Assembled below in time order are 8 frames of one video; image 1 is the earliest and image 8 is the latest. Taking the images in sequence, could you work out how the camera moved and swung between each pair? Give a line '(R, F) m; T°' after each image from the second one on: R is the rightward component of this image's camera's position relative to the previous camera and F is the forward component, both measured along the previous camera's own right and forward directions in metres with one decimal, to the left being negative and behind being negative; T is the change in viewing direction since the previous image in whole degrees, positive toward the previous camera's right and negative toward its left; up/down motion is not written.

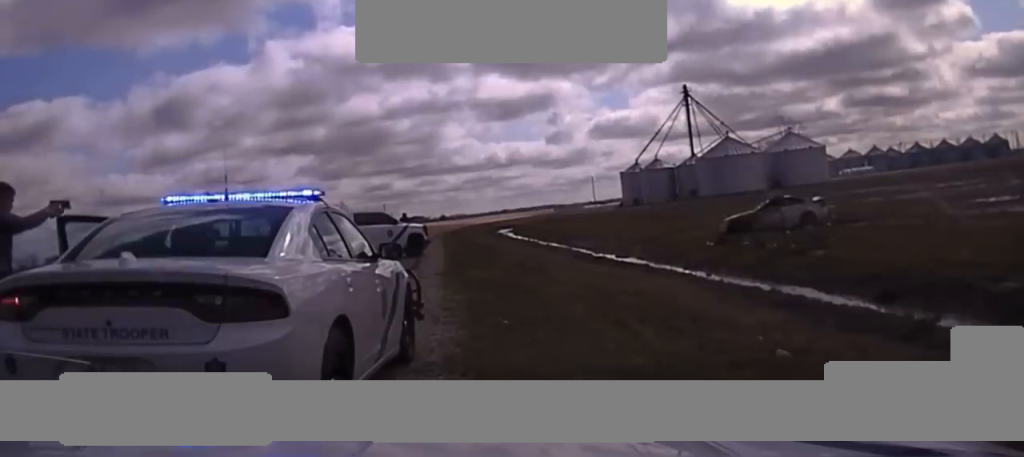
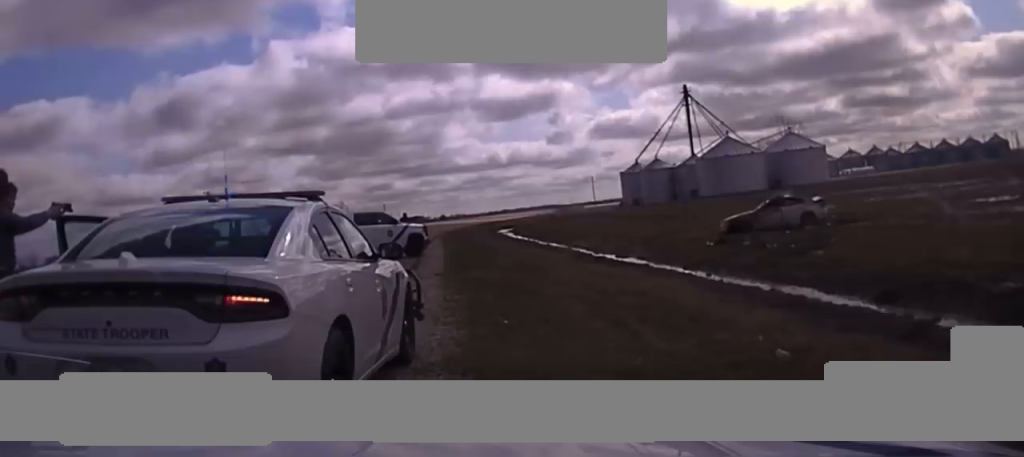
(0.0, 0.0) m; 0°
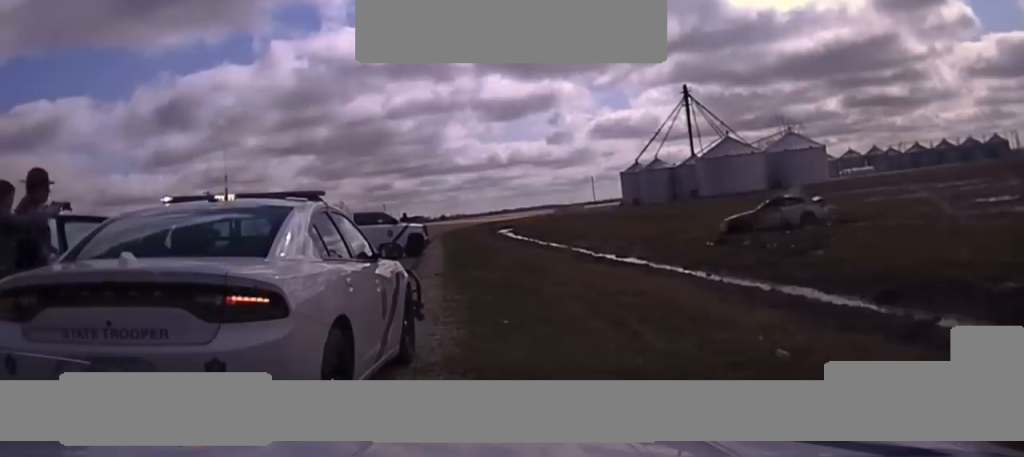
(0.0, 0.0) m; 0°
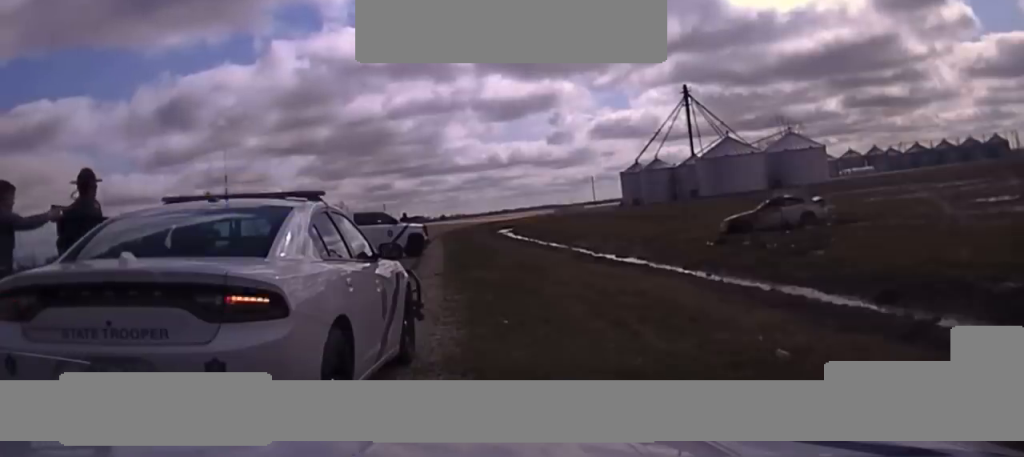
(0.0, 0.0) m; 0°
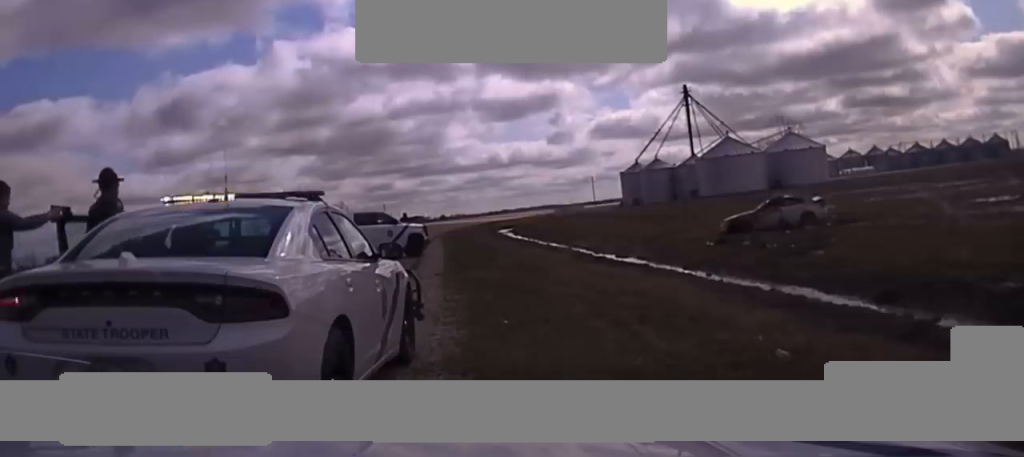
(0.0, 0.0) m; 0°
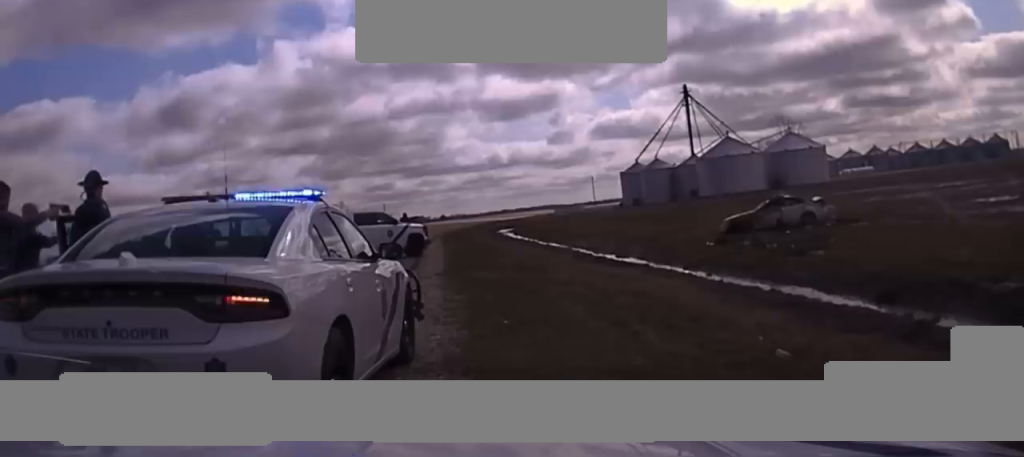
(0.0, 0.0) m; 0°
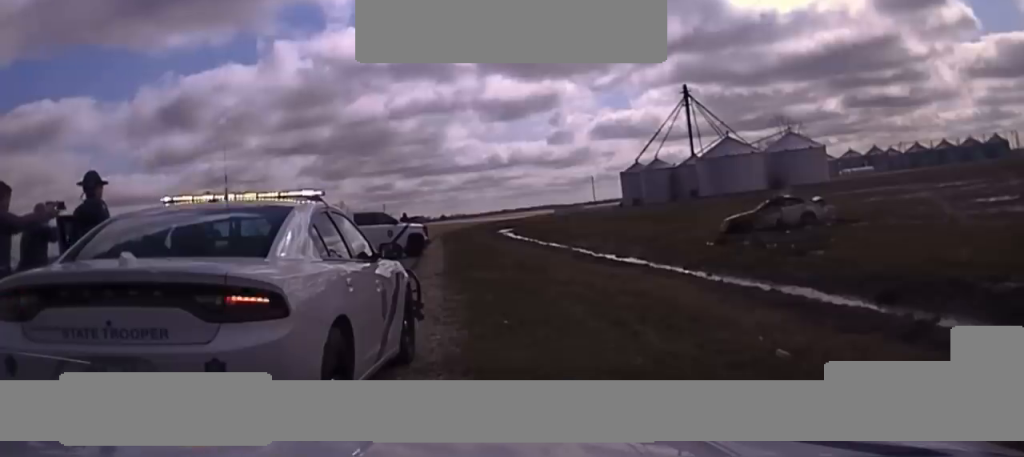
(0.0, 0.0) m; 0°
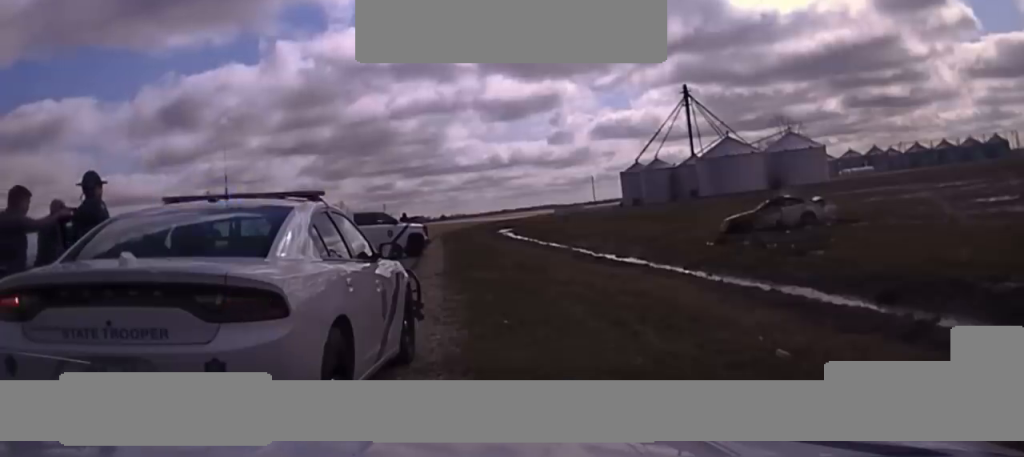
(0.0, 0.0) m; 0°
